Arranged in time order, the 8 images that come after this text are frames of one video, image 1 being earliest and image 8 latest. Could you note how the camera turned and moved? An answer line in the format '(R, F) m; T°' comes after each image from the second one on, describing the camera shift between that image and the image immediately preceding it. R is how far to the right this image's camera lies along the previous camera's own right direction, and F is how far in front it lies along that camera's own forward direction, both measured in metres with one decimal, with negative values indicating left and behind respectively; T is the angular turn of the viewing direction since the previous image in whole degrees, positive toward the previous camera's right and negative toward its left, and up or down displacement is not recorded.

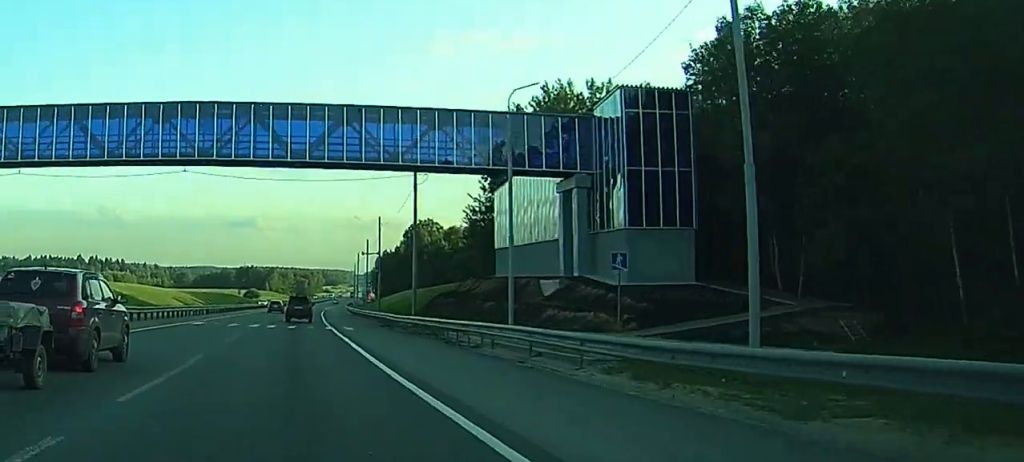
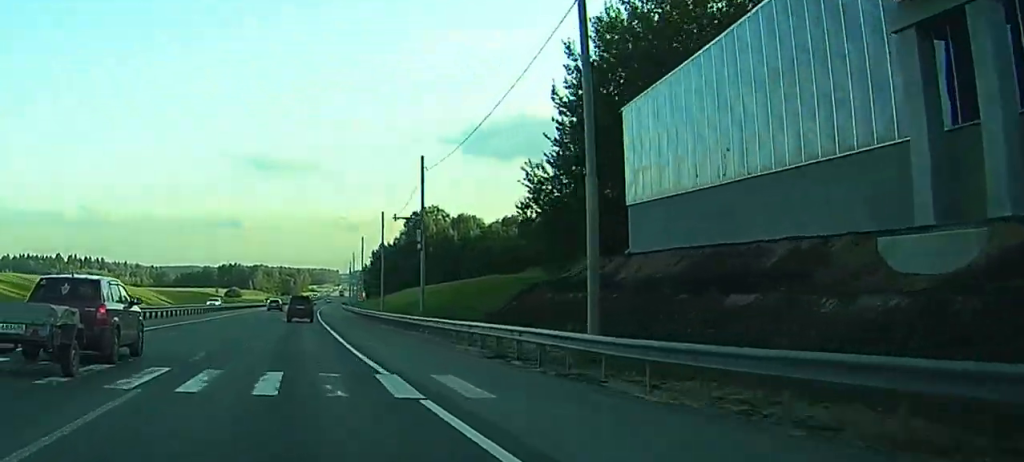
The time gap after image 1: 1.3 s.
(+0.2, +33.6) m; +1°
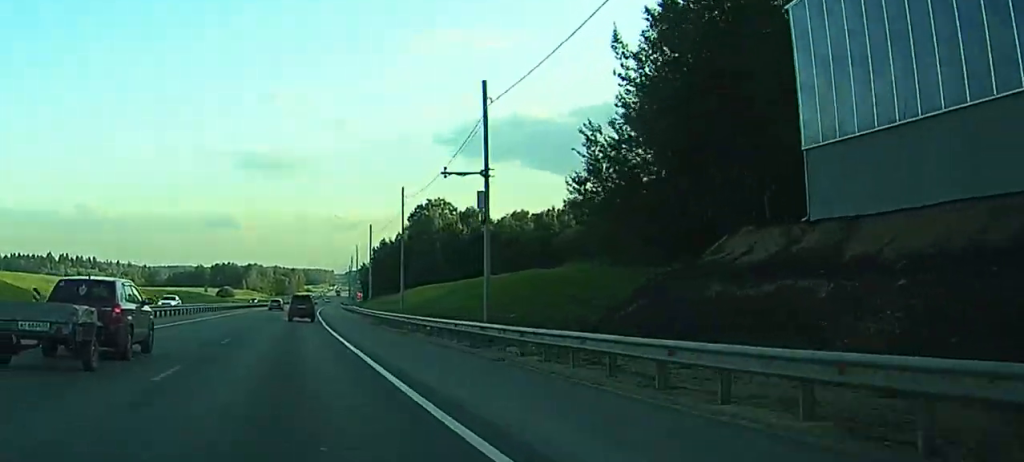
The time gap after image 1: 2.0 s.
(+0.1, +16.7) m; +1°
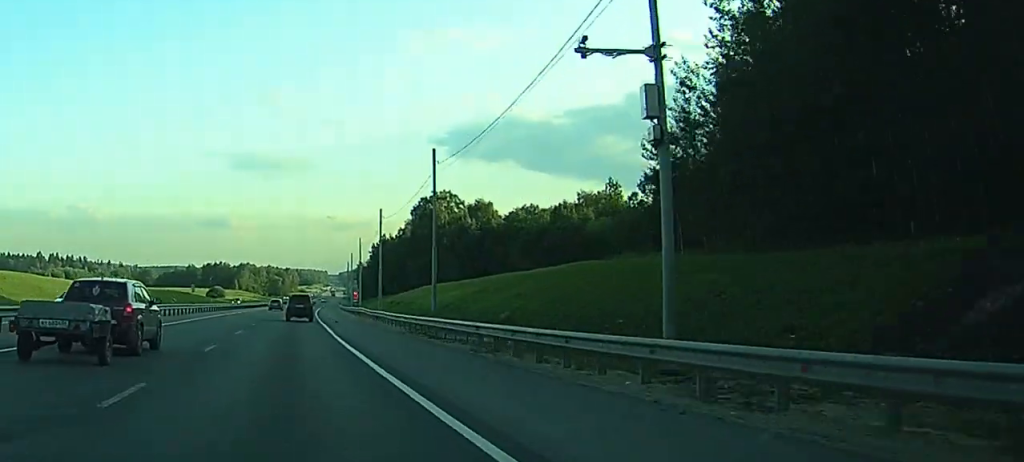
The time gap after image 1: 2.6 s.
(0.0, +15.9) m; 0°
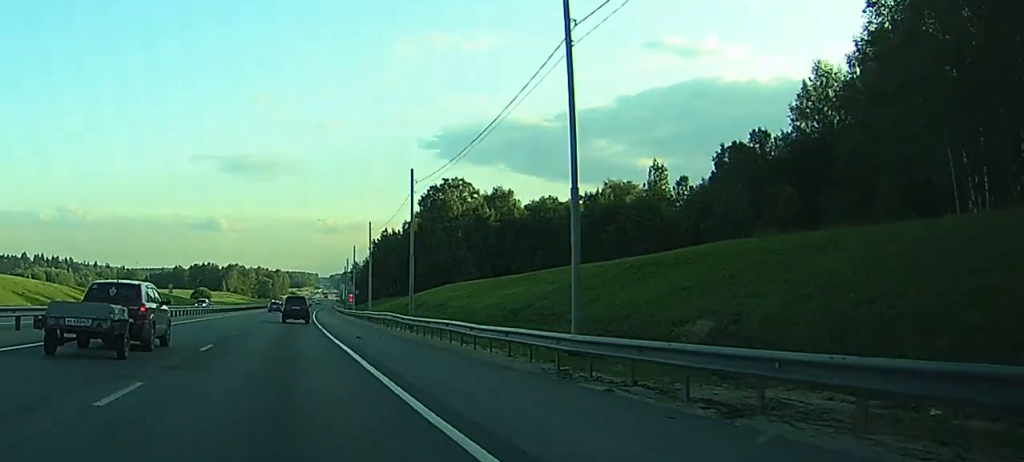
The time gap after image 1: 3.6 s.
(+0.2, +24.2) m; +1°
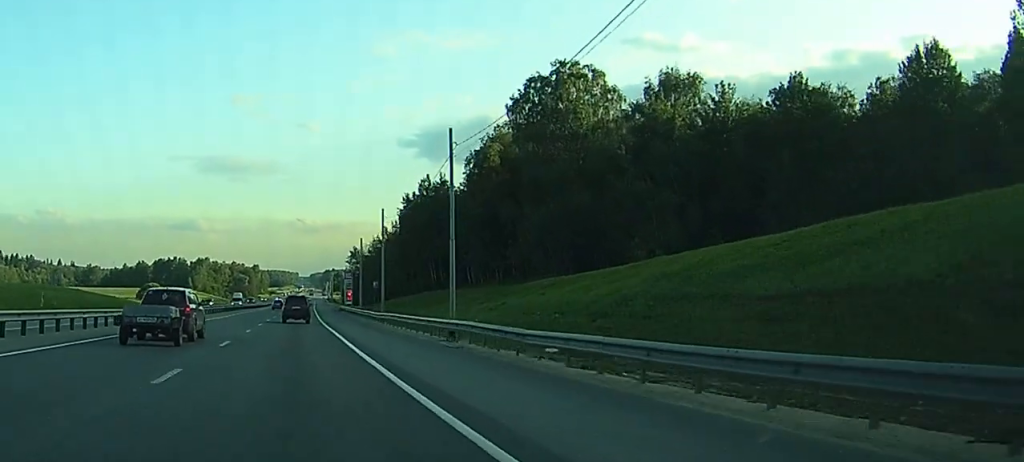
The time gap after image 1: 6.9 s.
(+0.3, +81.5) m; +1°
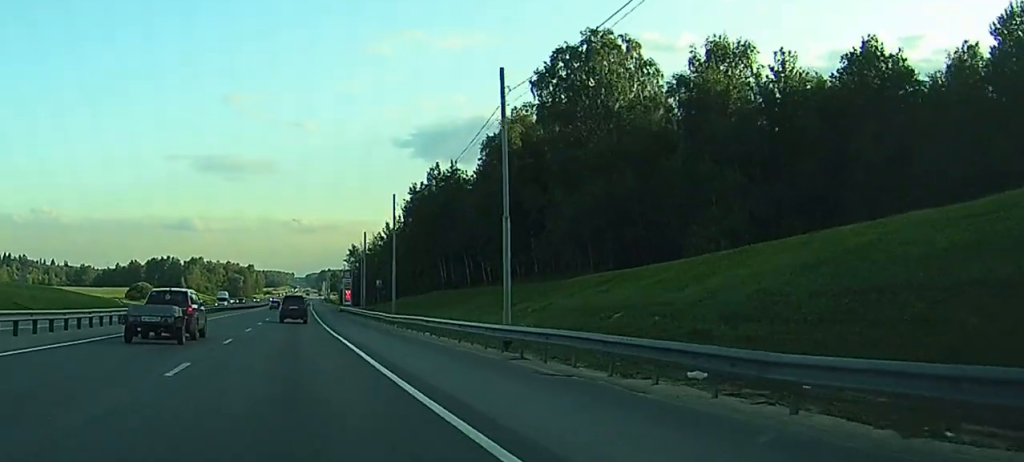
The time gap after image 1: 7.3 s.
(+0.1, +10.8) m; 0°
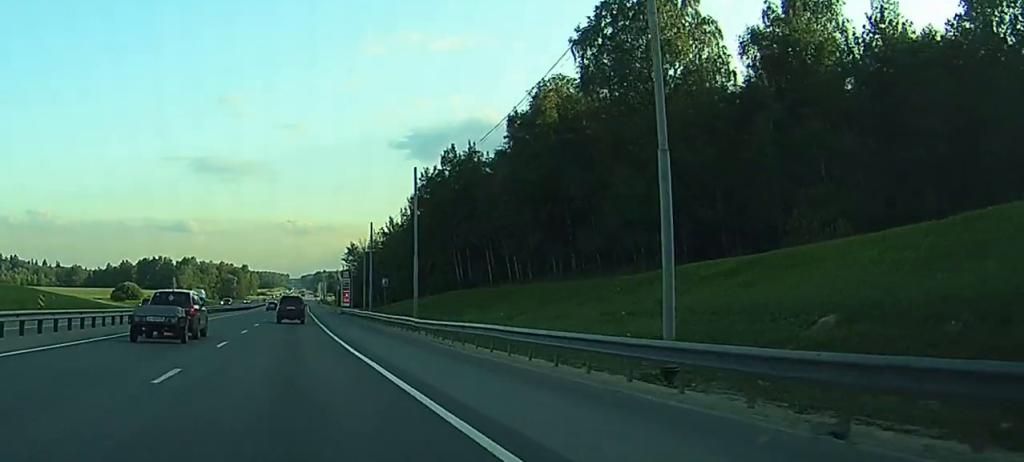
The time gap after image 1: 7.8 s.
(0.0, +13.3) m; 0°
